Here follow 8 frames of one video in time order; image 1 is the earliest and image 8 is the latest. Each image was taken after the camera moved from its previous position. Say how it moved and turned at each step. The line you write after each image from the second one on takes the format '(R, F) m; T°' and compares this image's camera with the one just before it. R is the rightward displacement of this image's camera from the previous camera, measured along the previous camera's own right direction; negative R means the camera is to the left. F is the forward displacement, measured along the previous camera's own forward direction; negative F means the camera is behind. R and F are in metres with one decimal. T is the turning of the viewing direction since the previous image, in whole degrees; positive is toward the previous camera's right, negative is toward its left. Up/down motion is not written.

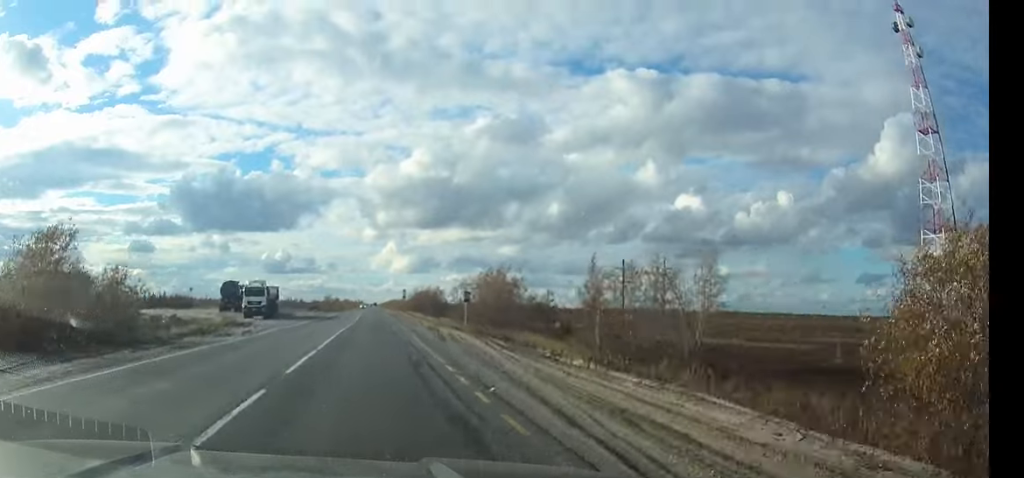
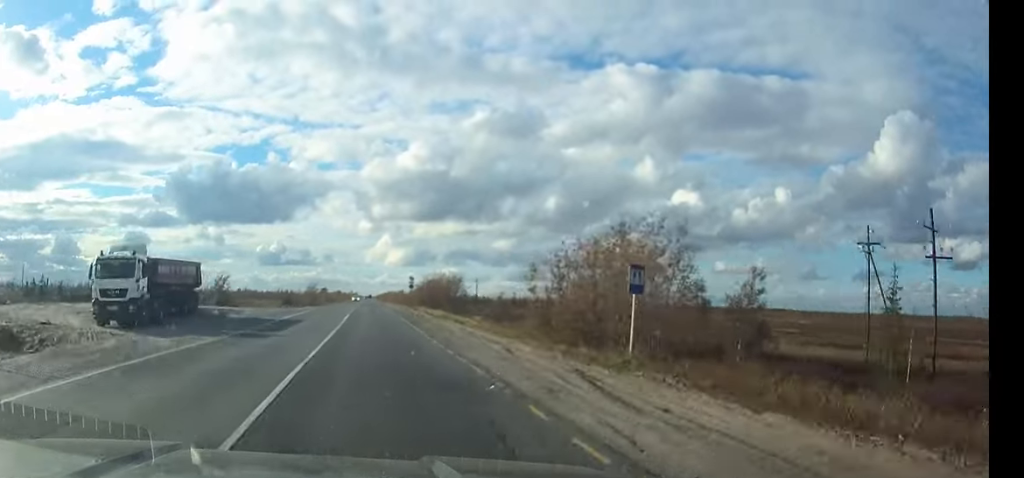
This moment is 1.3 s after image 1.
(+0.1, +30.9) m; +1°
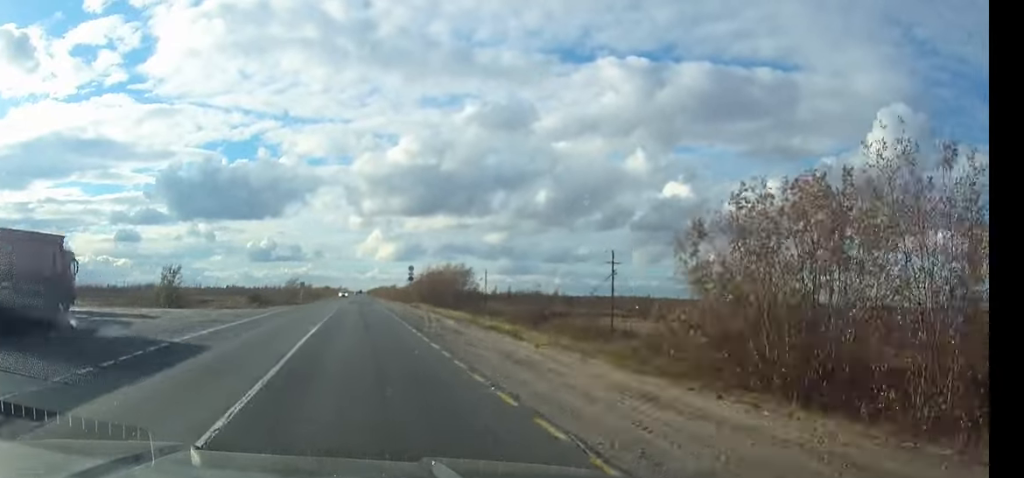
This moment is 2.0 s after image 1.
(+0.1, +16.9) m; 0°
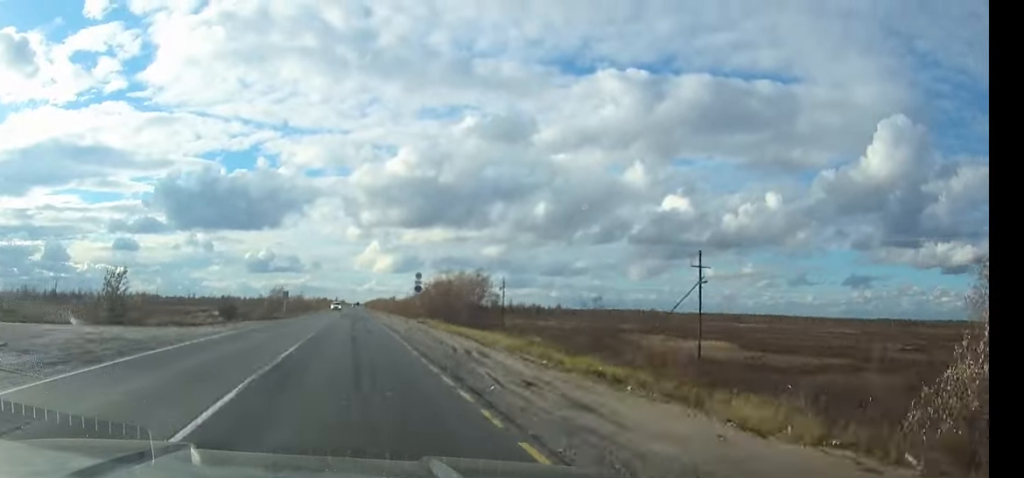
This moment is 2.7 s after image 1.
(+0.1, +14.6) m; 0°
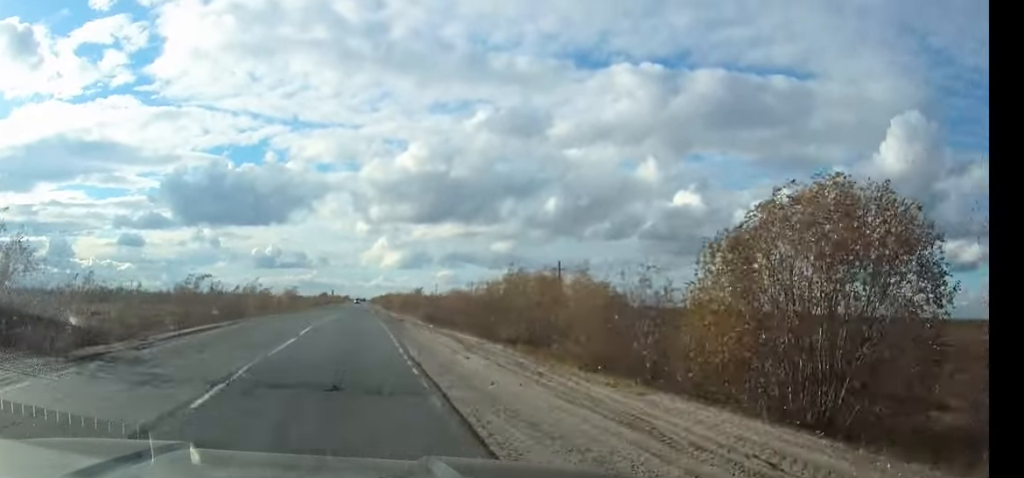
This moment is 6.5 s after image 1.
(-0.5, +75.6) m; -1°
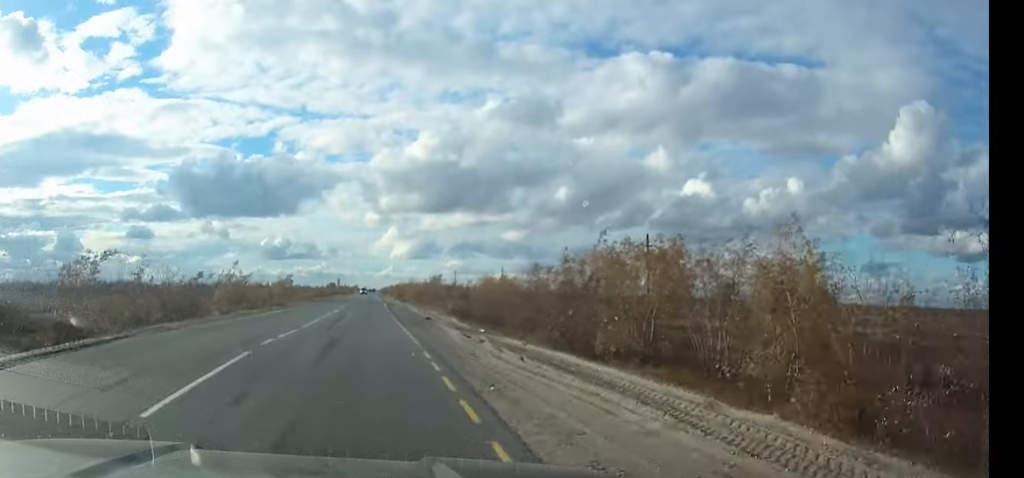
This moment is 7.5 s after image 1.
(0.0, +19.0) m; 0°
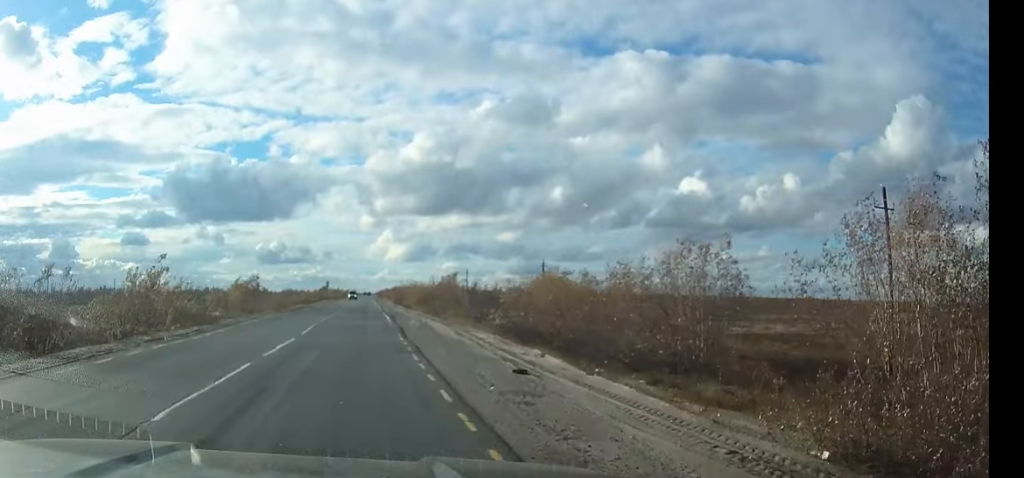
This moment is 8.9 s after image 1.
(0.0, +25.5) m; 0°
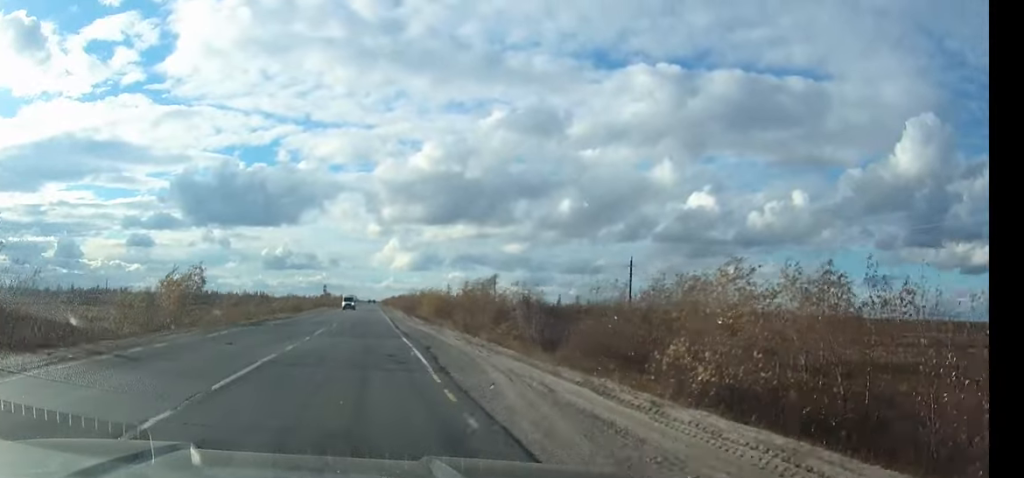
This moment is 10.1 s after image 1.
(+0.1, +21.8) m; 0°
